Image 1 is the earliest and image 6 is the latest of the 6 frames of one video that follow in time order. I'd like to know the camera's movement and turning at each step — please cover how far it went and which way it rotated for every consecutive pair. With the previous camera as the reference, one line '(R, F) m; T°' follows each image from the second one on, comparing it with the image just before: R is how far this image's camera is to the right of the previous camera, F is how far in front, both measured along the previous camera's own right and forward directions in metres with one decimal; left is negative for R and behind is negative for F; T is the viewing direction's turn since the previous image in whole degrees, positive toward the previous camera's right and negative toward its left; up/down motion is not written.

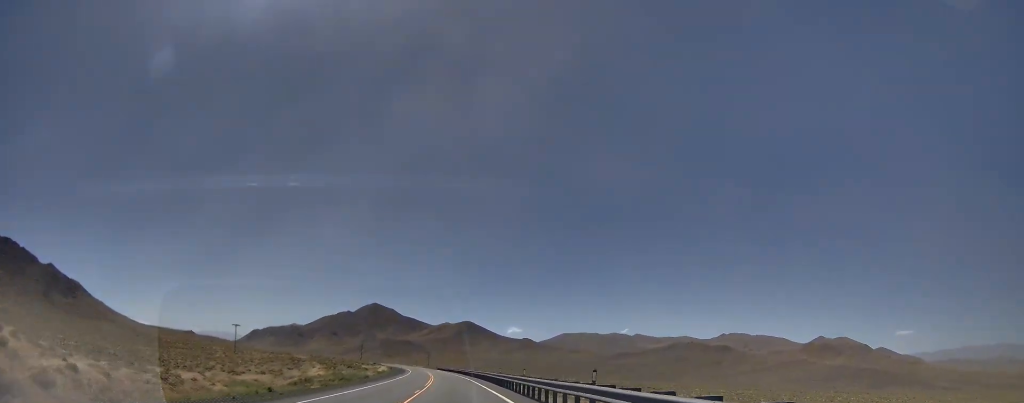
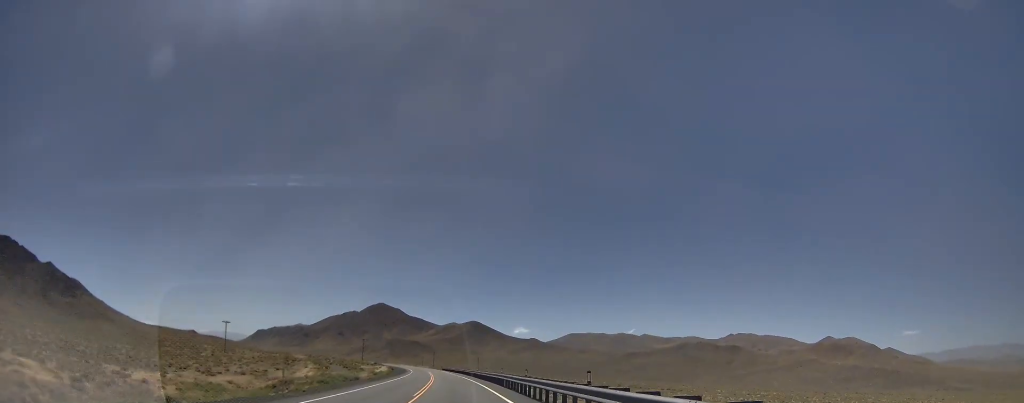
(-0.1, +14.4) m; +1°
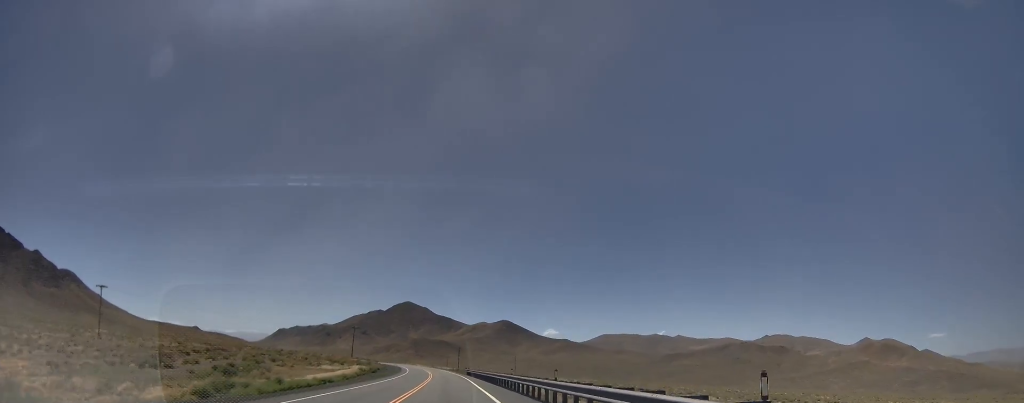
(+1.1, +89.0) m; +2°
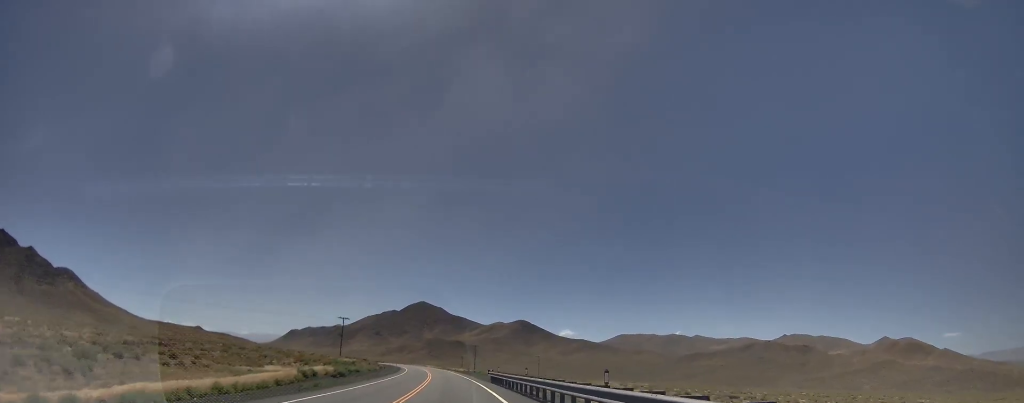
(+1.4, +42.6) m; +2°
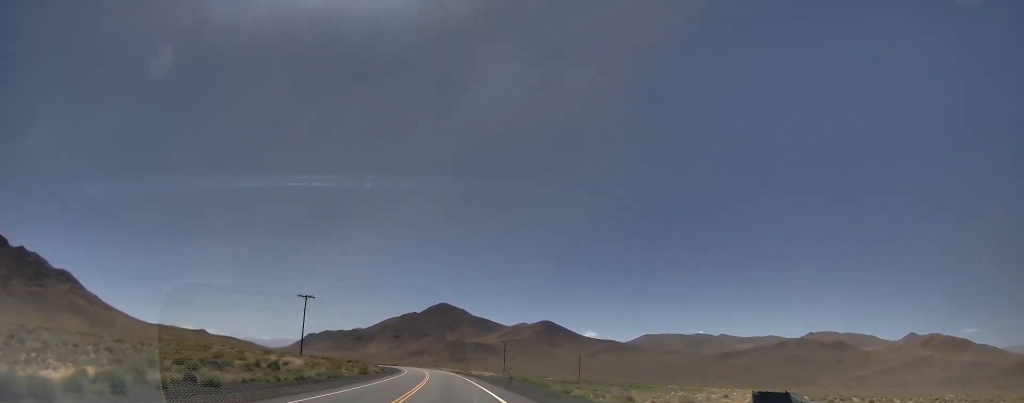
(+0.6, +62.3) m; +2°
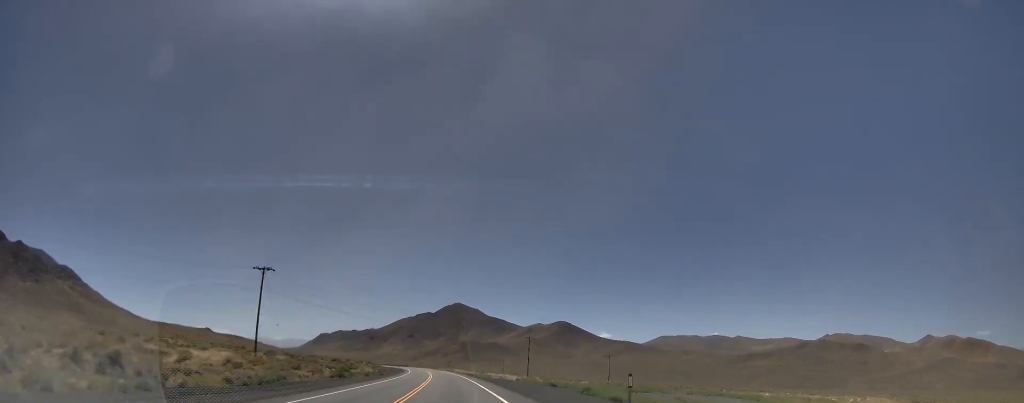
(+0.6, +30.8) m; +2°
